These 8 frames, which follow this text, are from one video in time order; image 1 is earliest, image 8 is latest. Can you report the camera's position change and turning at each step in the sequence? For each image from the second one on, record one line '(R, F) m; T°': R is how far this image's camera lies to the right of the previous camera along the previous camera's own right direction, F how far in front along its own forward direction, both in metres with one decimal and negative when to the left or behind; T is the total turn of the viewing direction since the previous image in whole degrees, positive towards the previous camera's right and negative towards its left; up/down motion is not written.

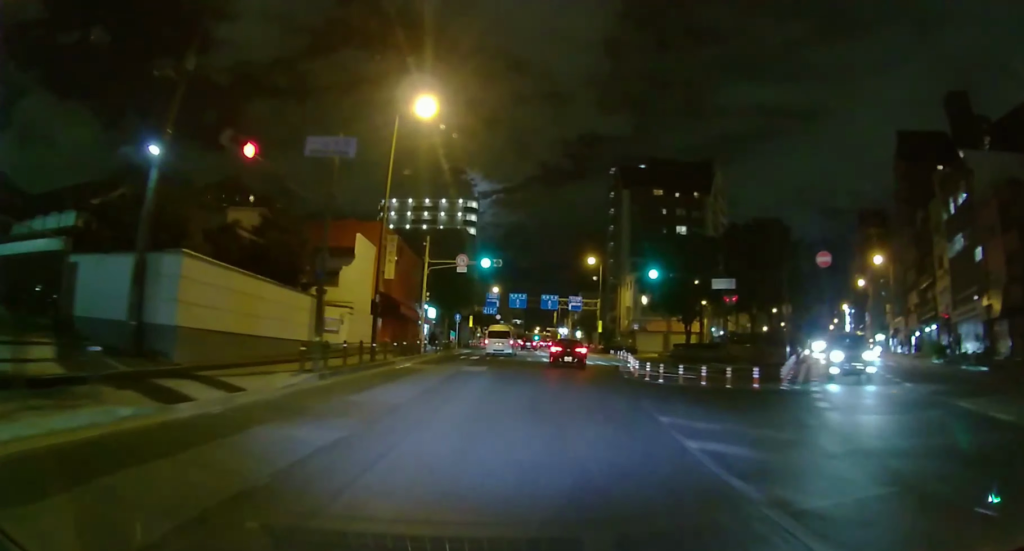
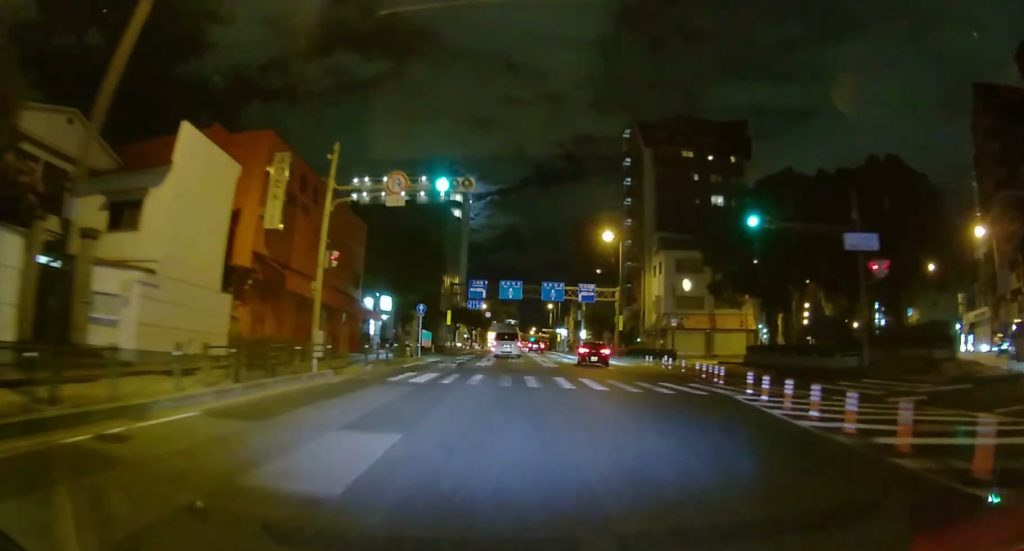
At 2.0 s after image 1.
(+0.5, +17.5) m; +3°
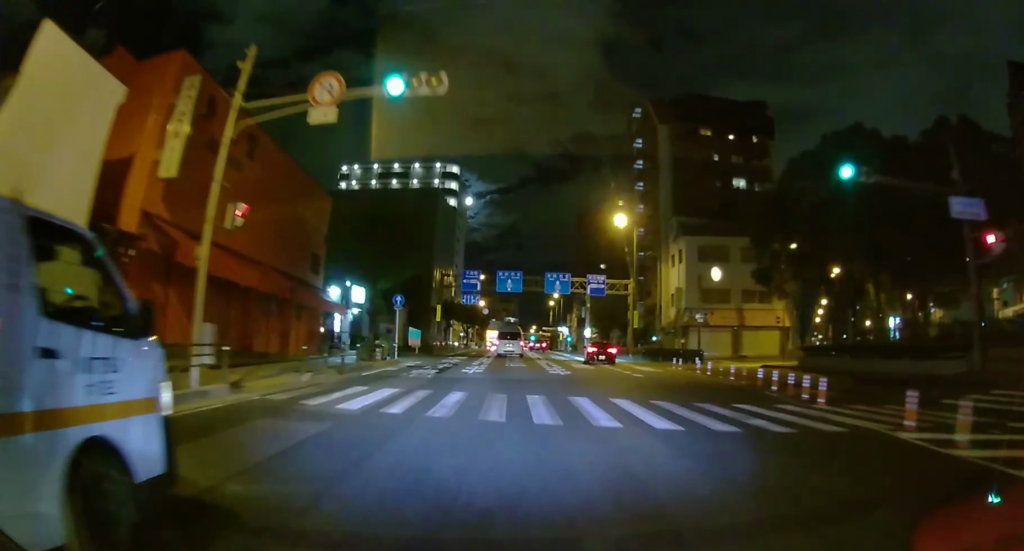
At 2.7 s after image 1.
(0.0, +7.0) m; -1°
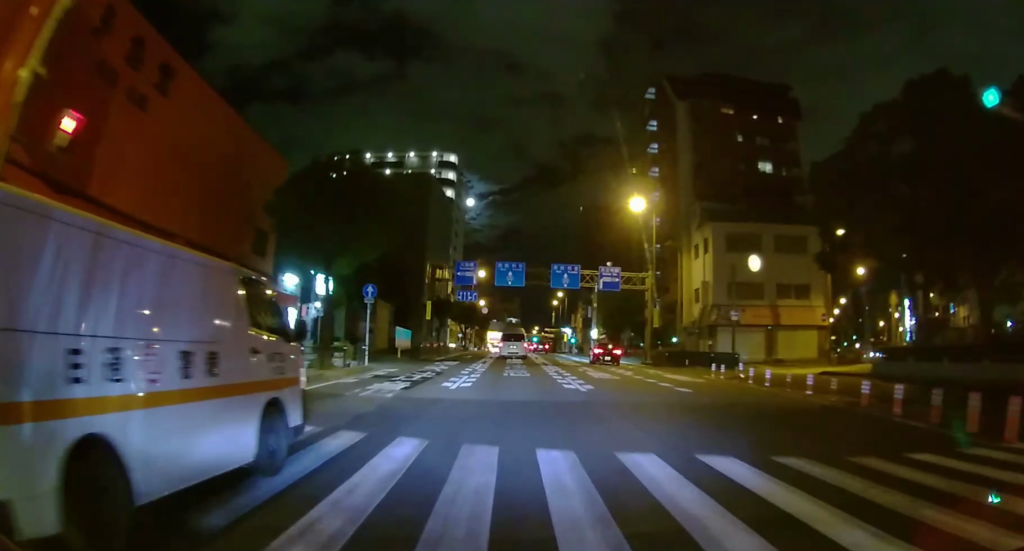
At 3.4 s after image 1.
(-0.1, +6.4) m; -1°
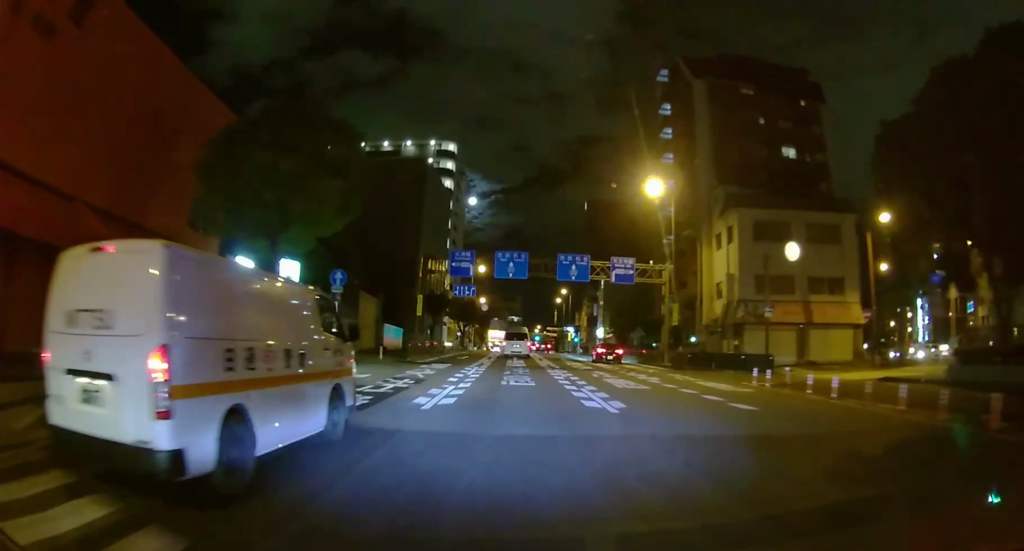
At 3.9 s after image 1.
(-0.1, +4.6) m; -1°
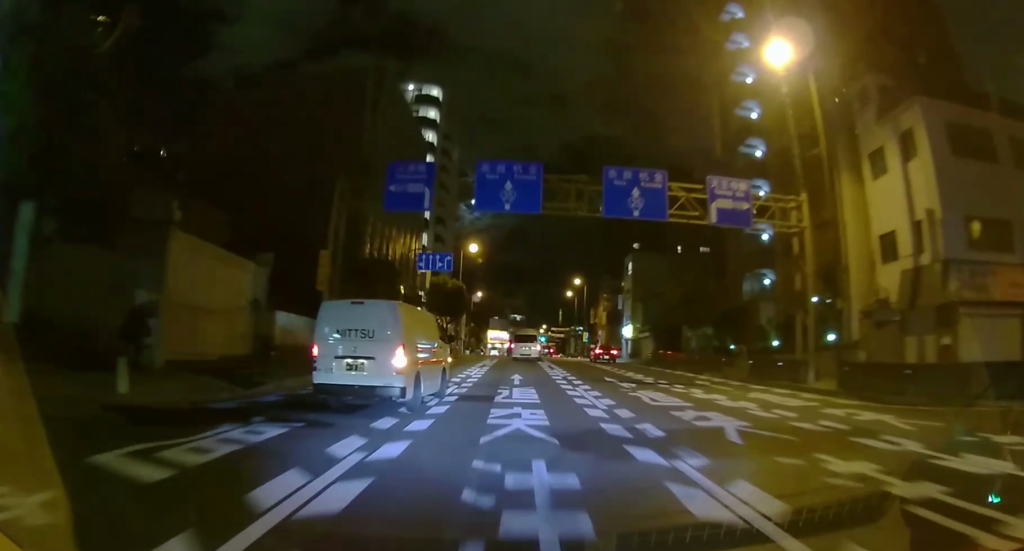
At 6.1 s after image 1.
(-0.1, +19.8) m; -1°
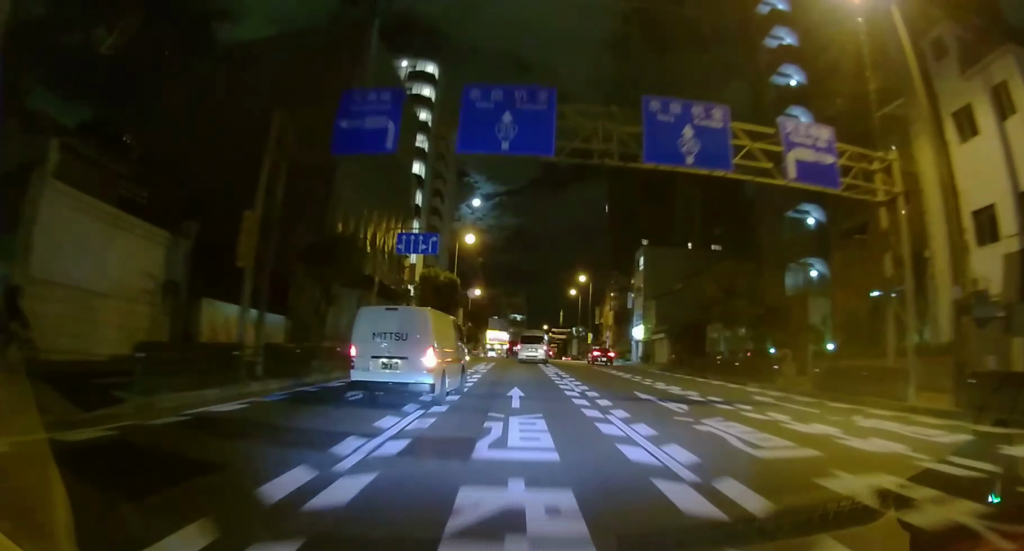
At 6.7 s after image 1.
(0.0, +5.8) m; 0°
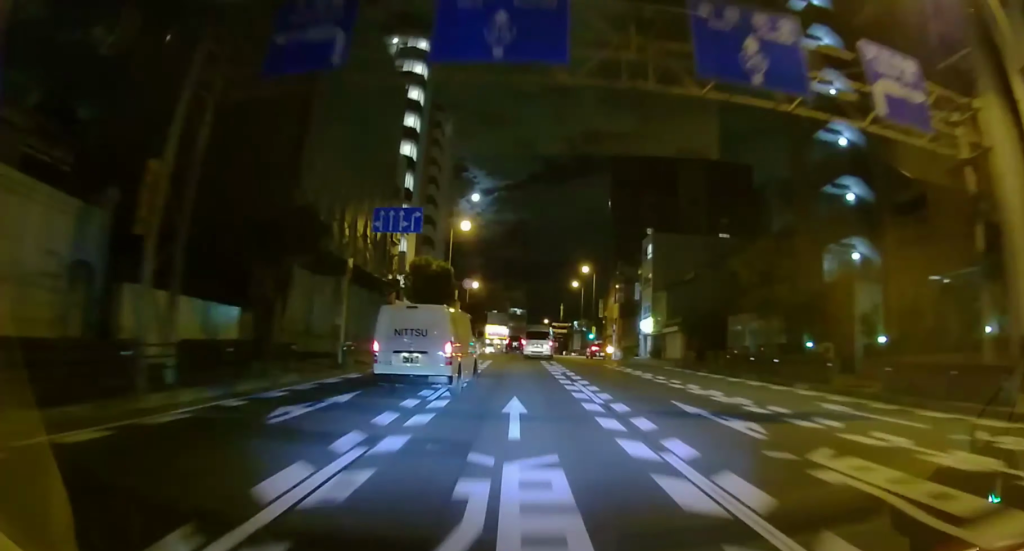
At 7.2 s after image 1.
(0.0, +4.0) m; 0°
